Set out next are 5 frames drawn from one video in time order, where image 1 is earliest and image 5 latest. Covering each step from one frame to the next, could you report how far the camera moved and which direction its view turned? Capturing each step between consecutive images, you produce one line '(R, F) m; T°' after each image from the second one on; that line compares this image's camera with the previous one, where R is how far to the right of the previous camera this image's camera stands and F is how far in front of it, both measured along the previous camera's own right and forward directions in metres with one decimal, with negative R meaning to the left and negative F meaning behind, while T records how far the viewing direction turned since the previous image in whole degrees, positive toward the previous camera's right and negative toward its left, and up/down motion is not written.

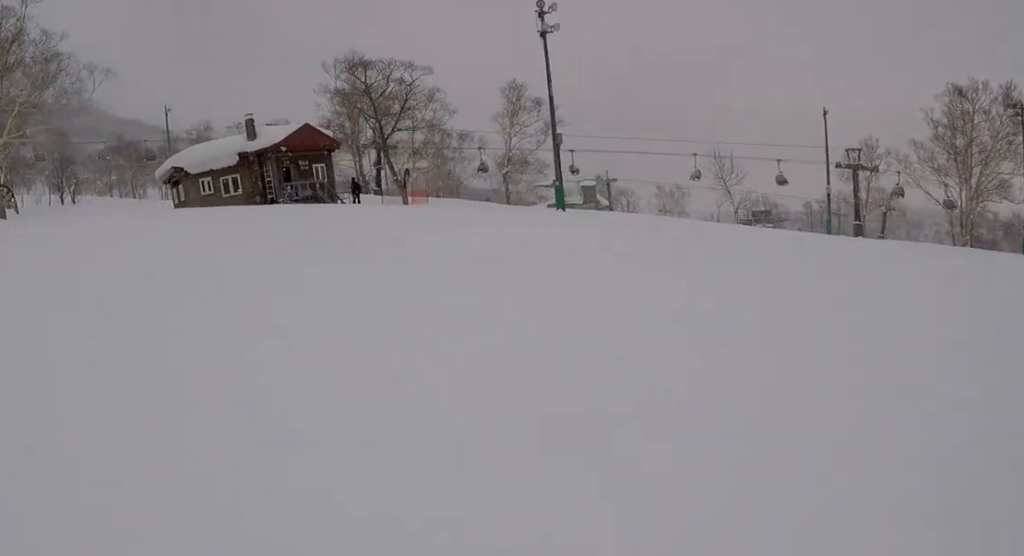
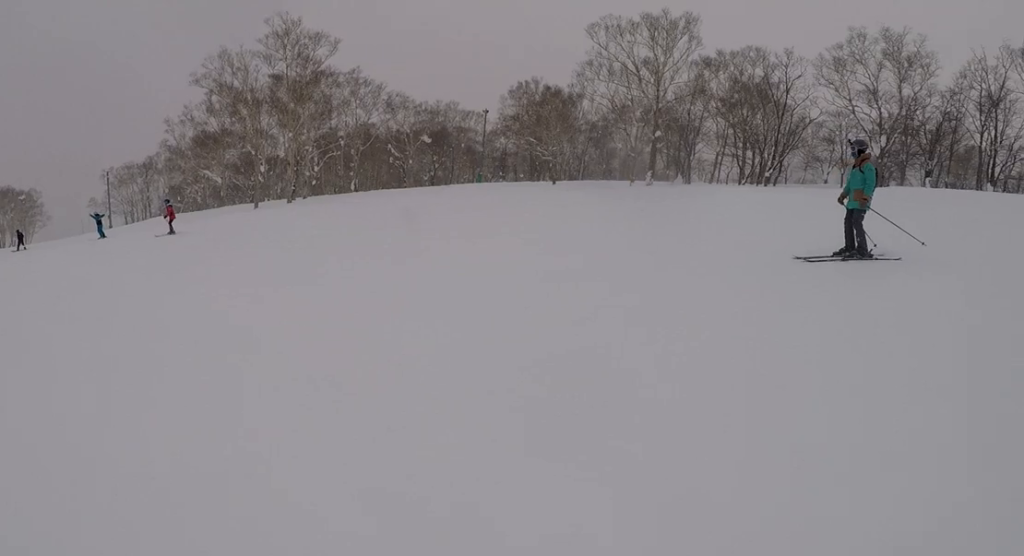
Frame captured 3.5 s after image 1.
(-0.6, +21.1) m; +33°
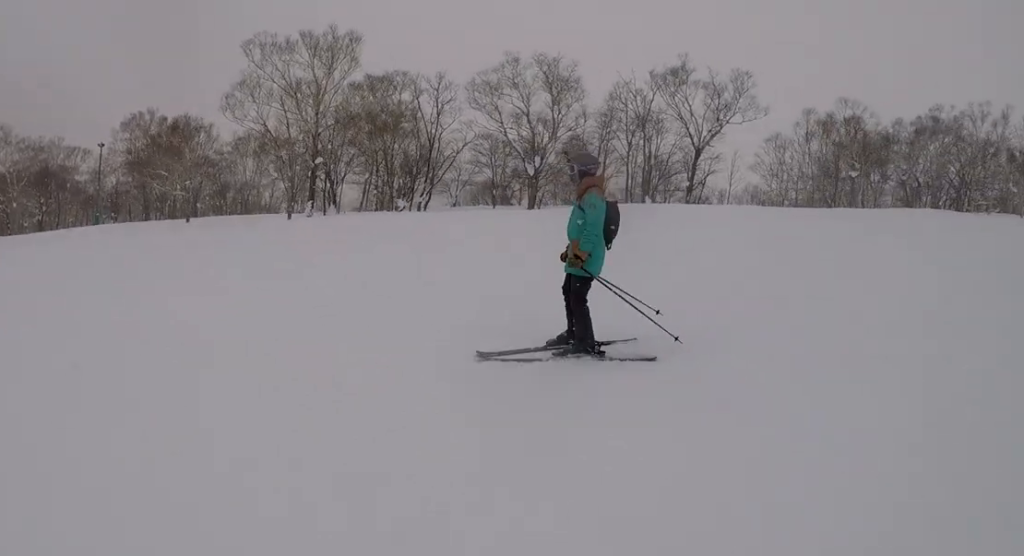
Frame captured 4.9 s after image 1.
(+1.1, +6.9) m; +9°
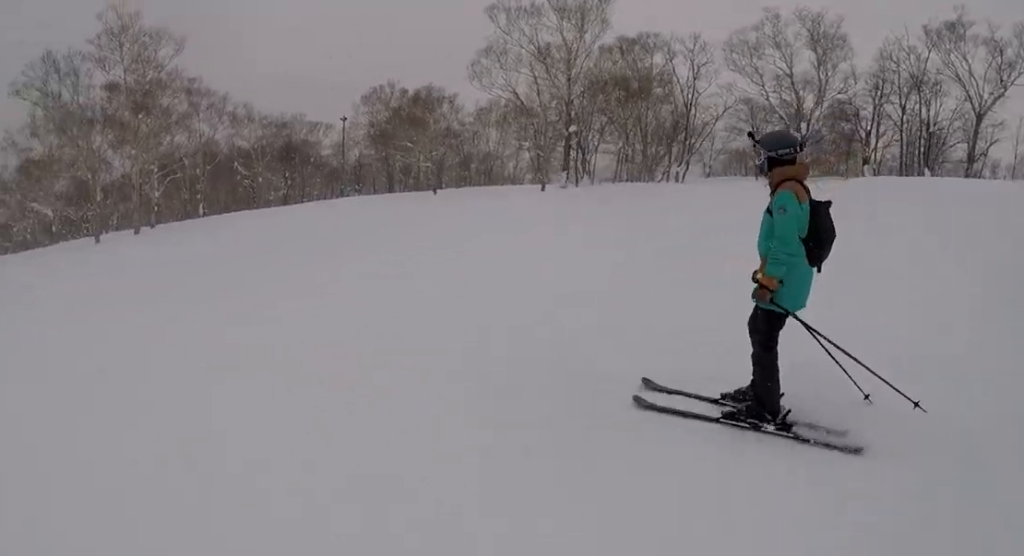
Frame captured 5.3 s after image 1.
(0.0, +2.2) m; -1°
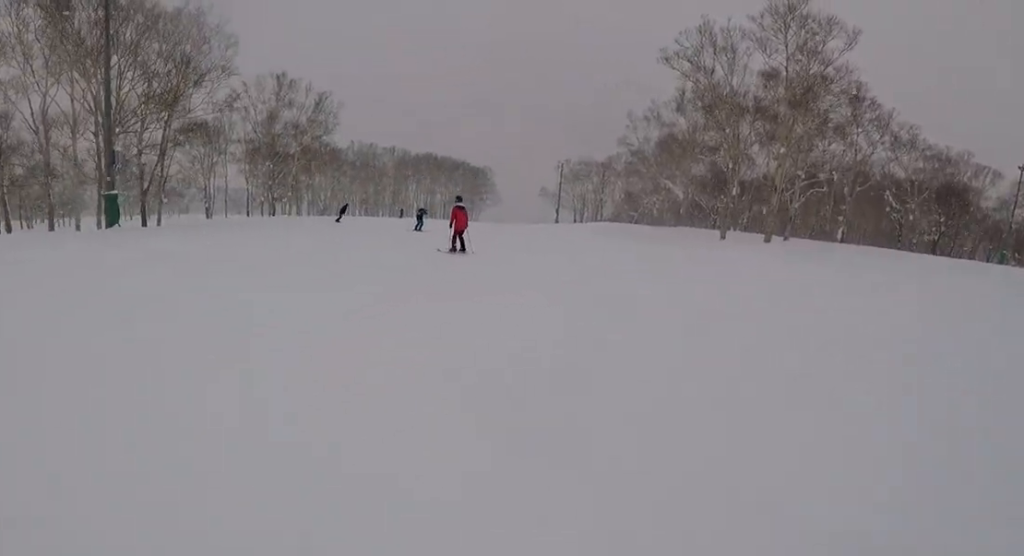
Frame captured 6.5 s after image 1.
(-0.2, +5.7) m; -7°
